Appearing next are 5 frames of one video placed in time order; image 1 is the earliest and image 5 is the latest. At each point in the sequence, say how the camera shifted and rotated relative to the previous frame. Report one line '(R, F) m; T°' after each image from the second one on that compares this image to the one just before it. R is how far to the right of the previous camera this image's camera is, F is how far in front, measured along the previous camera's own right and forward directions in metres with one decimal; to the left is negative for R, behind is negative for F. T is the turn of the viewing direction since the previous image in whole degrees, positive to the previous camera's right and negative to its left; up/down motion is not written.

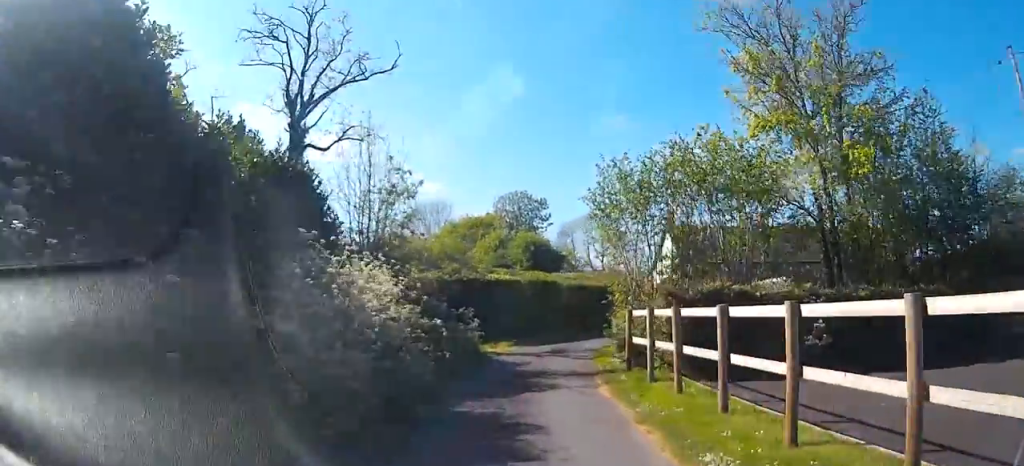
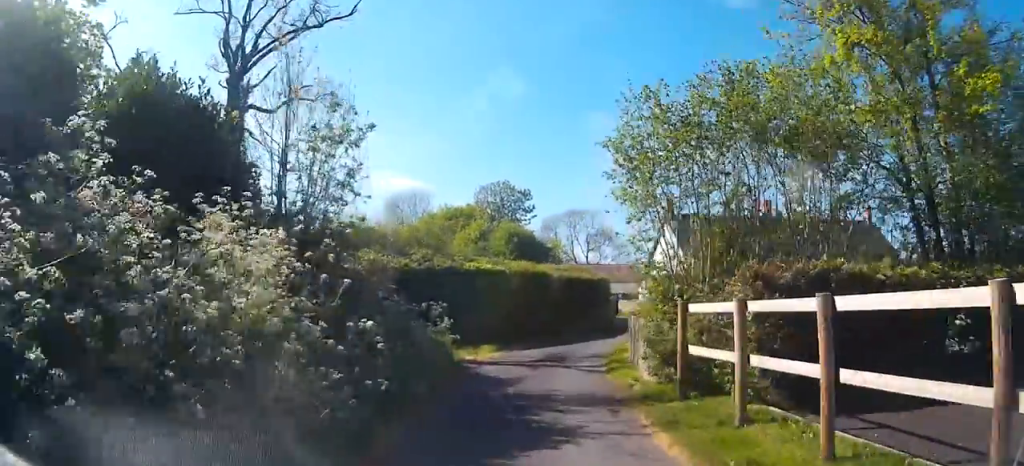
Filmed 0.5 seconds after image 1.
(+0.1, +4.4) m; +4°
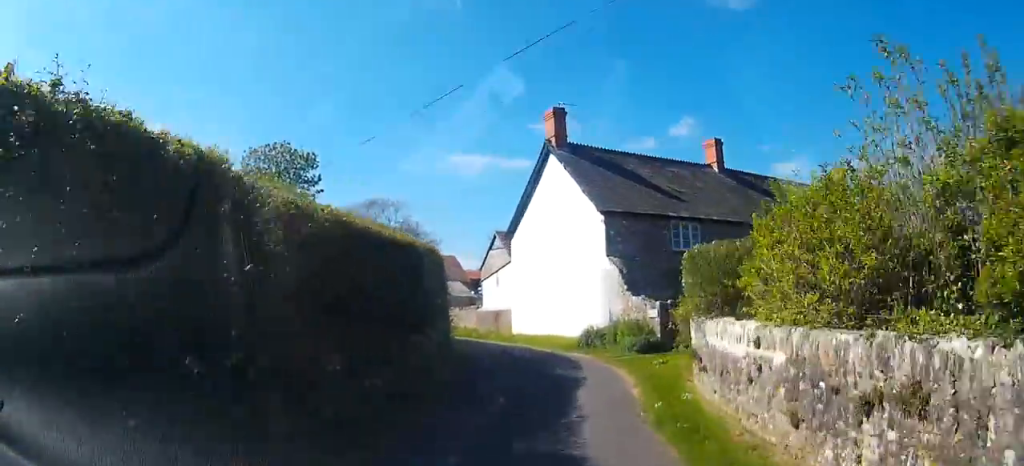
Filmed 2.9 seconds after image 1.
(+3.2, +20.4) m; +17°
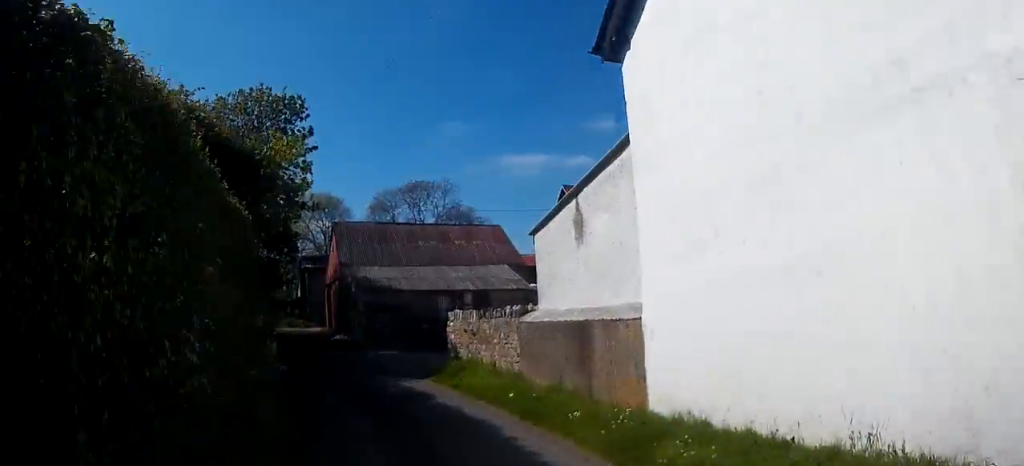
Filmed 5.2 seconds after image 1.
(+0.1, +17.6) m; -7°
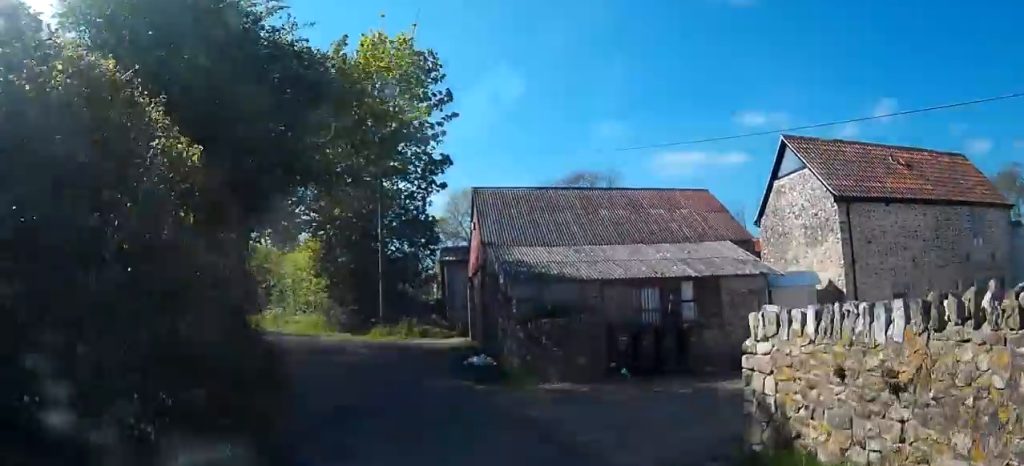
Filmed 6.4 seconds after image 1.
(-0.7, +8.1) m; -12°
